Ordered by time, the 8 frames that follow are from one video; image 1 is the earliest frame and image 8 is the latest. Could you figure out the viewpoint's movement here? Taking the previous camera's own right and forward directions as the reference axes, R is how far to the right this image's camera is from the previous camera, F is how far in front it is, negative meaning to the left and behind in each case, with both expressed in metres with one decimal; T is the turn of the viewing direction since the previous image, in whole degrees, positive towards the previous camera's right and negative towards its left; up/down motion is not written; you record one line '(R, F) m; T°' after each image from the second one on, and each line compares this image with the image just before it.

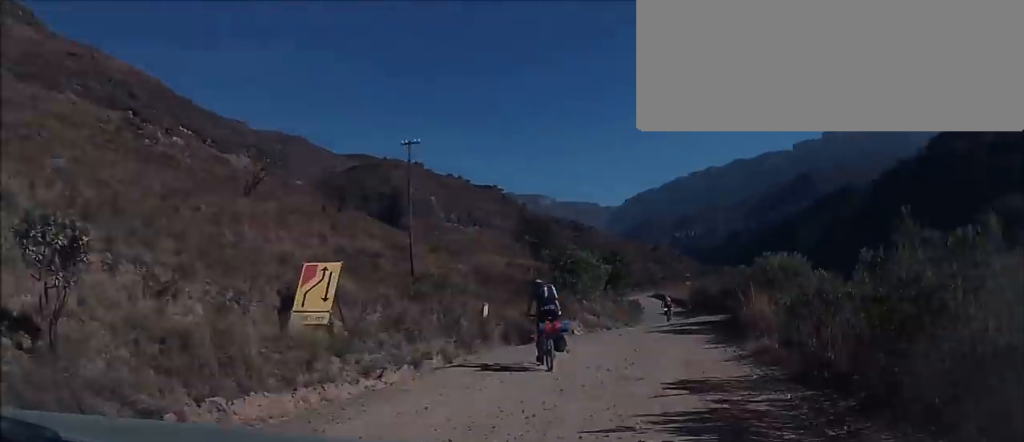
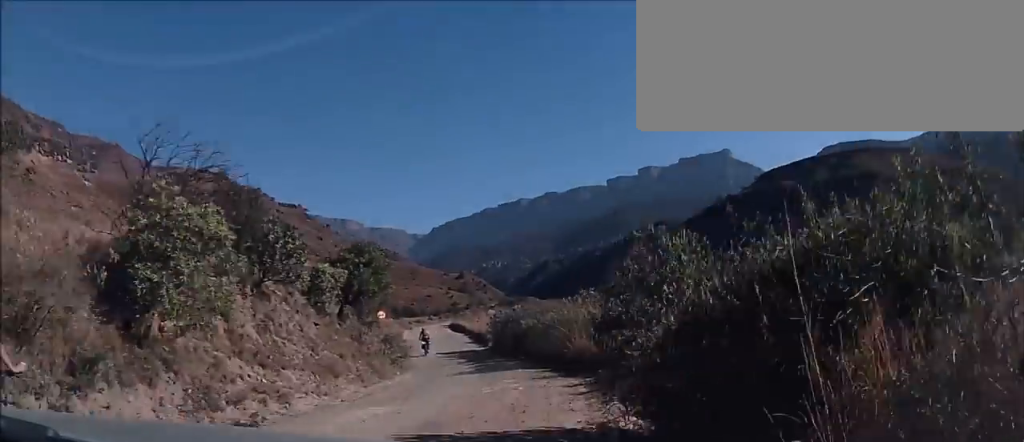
(+1.7, +21.3) m; +4°
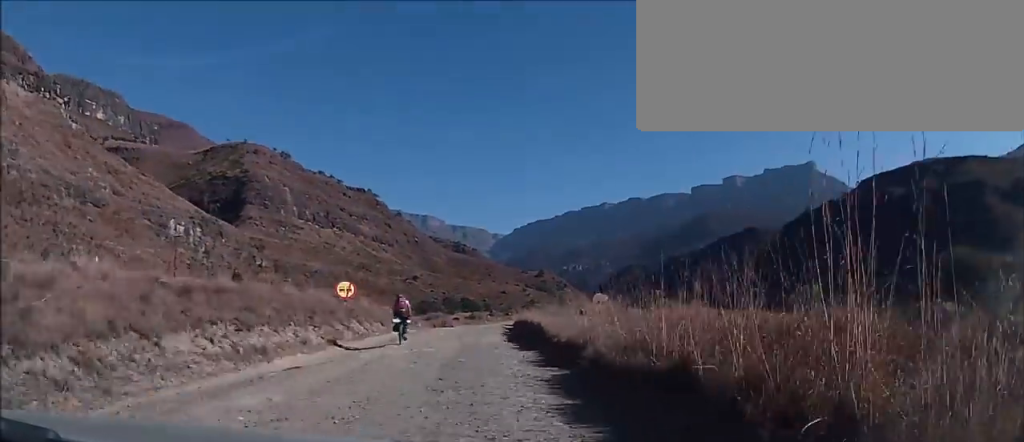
(+2.1, +47.3) m; +2°
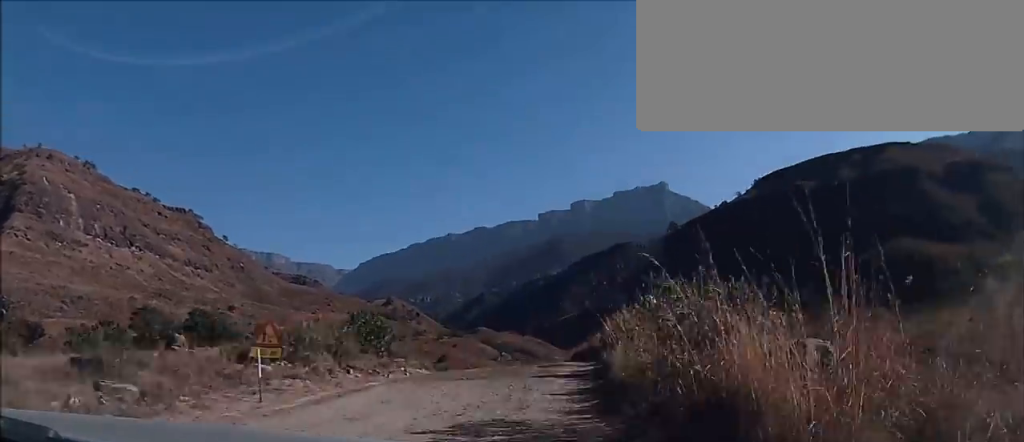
(+7.3, +104.3) m; +9°
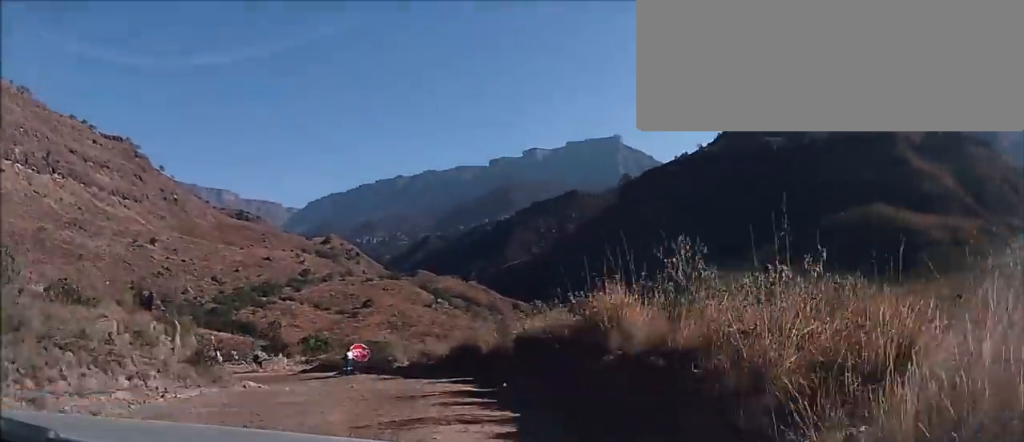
(+0.5, +26.9) m; -9°
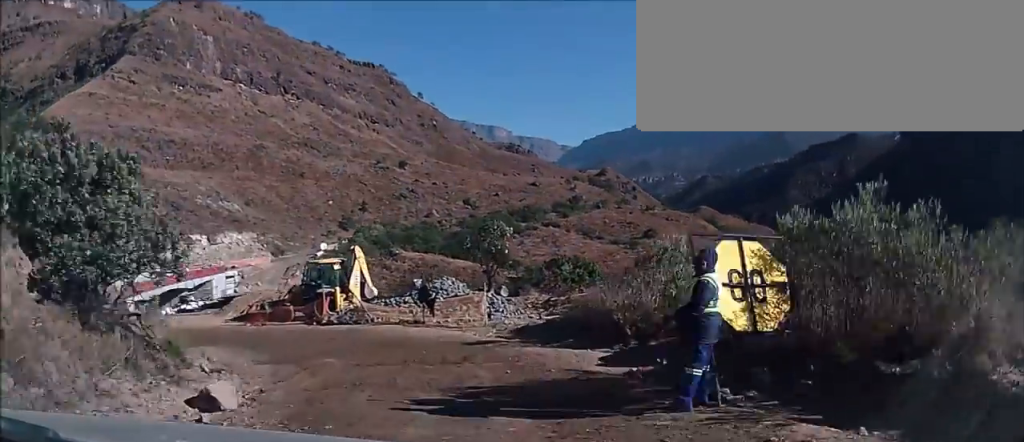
(-4.9, +31.5) m; -28°
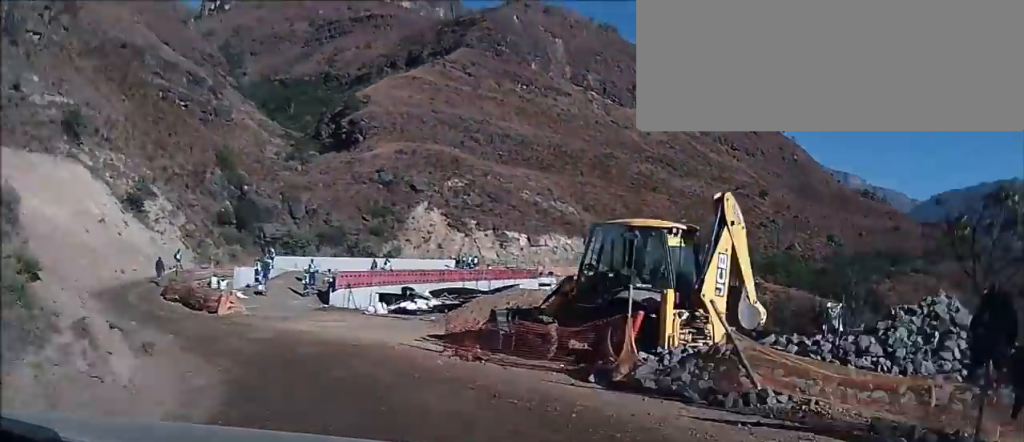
(-6.6, +21.3) m; -23°
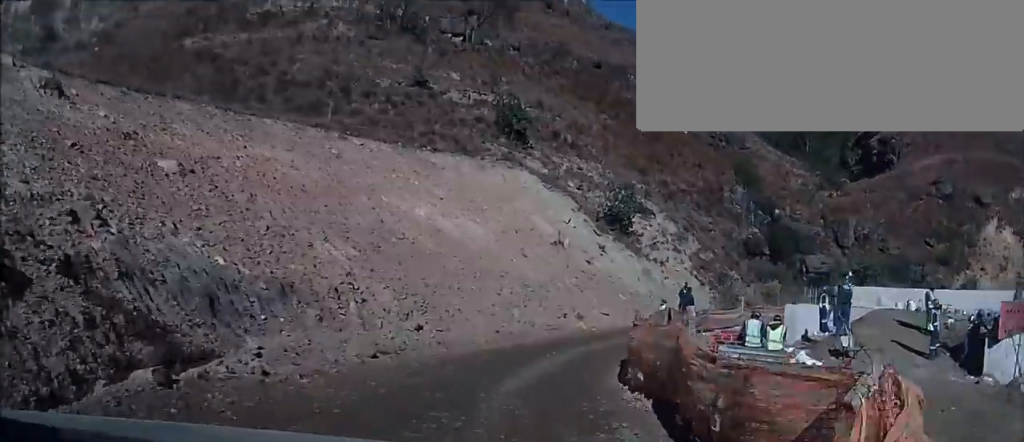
(-3.2, +16.1) m; -3°
